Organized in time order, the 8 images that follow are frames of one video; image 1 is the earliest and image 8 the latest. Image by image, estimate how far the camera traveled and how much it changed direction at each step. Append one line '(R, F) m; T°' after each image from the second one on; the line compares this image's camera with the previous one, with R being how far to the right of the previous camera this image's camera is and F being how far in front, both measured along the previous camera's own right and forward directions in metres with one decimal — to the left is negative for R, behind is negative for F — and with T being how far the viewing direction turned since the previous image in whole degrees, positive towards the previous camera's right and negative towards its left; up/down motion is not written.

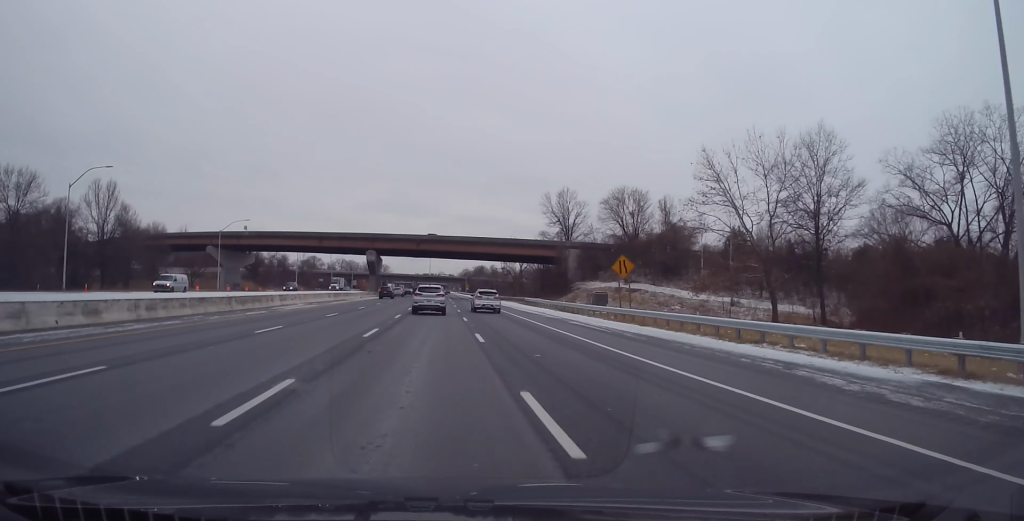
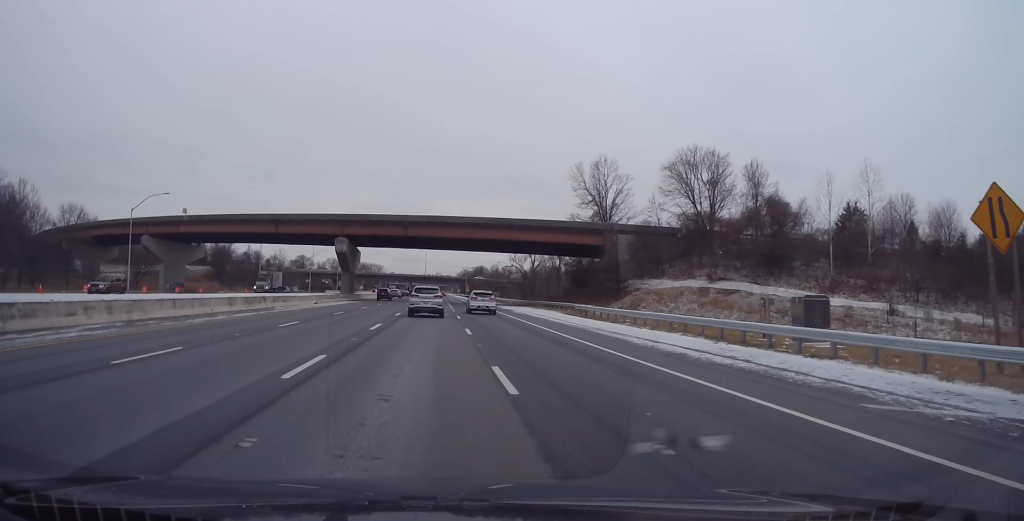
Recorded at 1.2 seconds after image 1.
(-0.2, +33.0) m; 0°
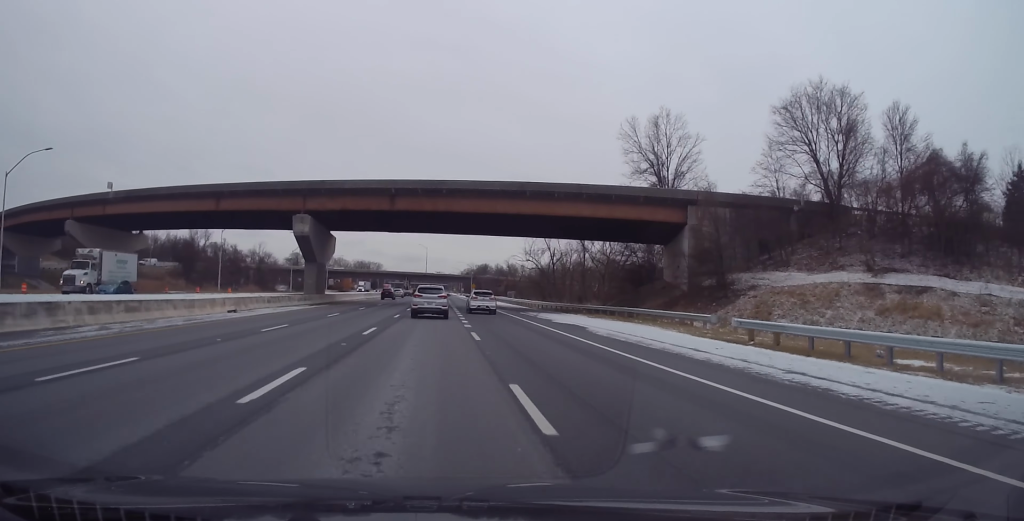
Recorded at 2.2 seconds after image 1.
(+0.3, +26.4) m; 0°
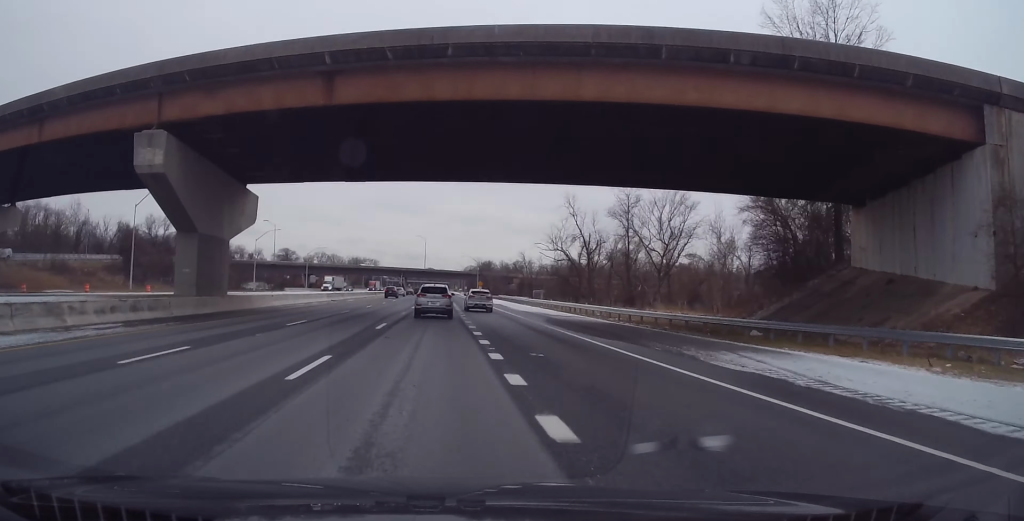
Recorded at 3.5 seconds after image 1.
(-0.1, +34.3) m; 0°
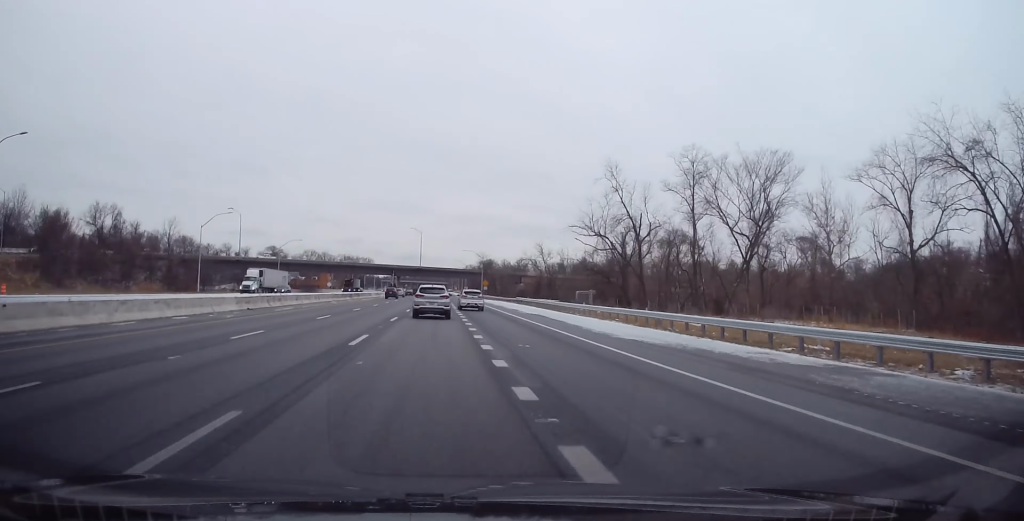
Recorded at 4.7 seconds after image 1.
(-0.1, +31.1) m; 0°
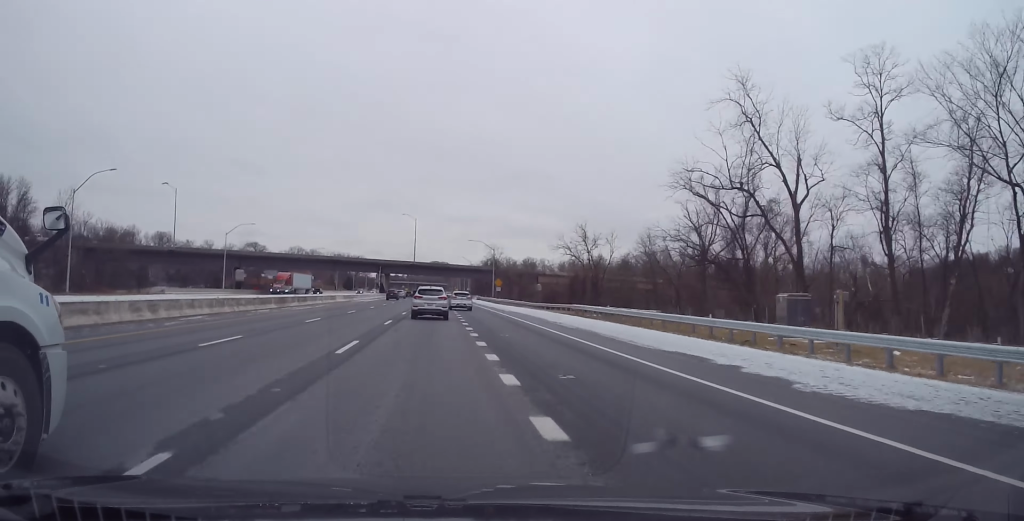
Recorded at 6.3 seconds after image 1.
(+0.2, +39.6) m; 0°
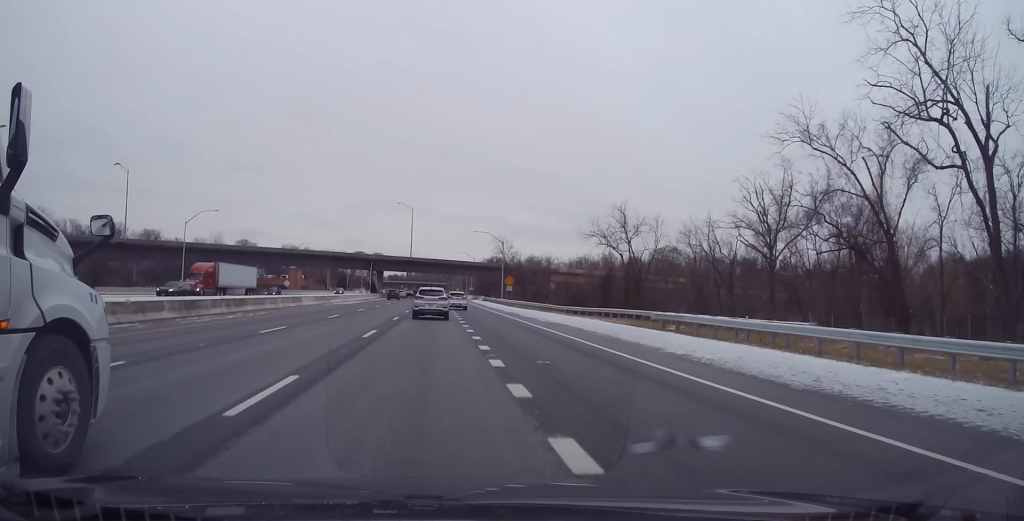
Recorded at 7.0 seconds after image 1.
(+0.1, +19.3) m; 0°
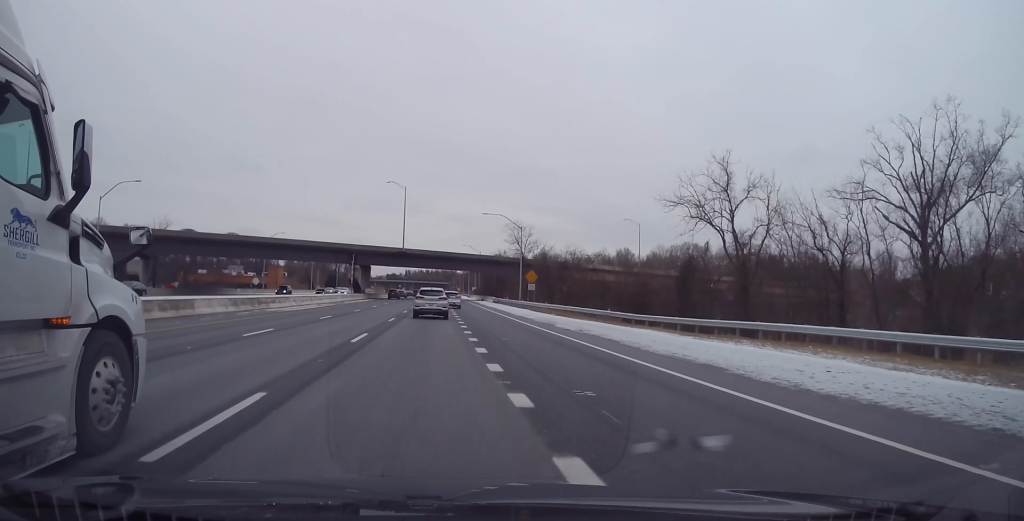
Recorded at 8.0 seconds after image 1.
(-0.1, +26.7) m; 0°
